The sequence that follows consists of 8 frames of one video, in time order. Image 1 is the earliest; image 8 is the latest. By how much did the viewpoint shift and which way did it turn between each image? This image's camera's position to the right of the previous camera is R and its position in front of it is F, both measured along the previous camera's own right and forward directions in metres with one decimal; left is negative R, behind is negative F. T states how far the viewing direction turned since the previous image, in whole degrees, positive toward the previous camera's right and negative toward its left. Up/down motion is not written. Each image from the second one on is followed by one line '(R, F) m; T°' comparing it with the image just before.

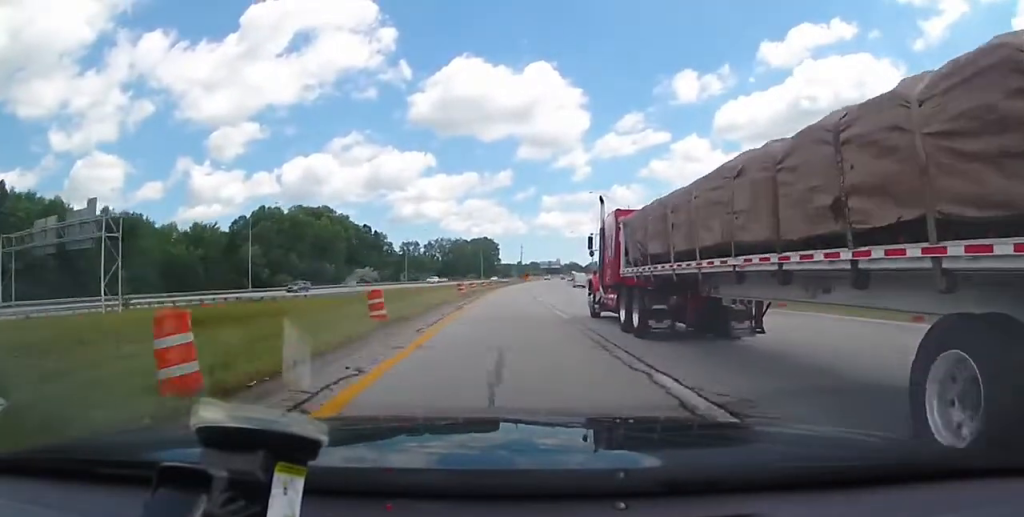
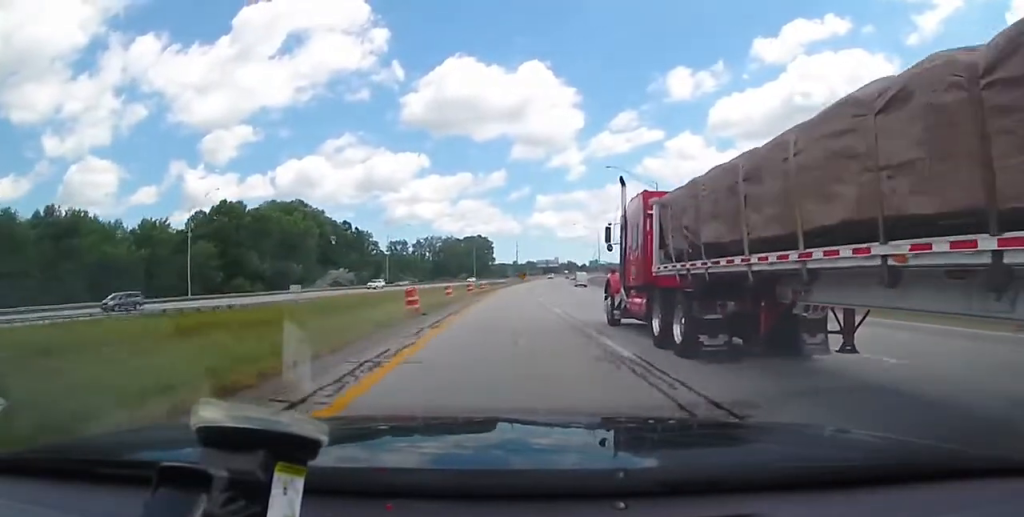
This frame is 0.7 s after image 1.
(+0.3, +19.5) m; 0°
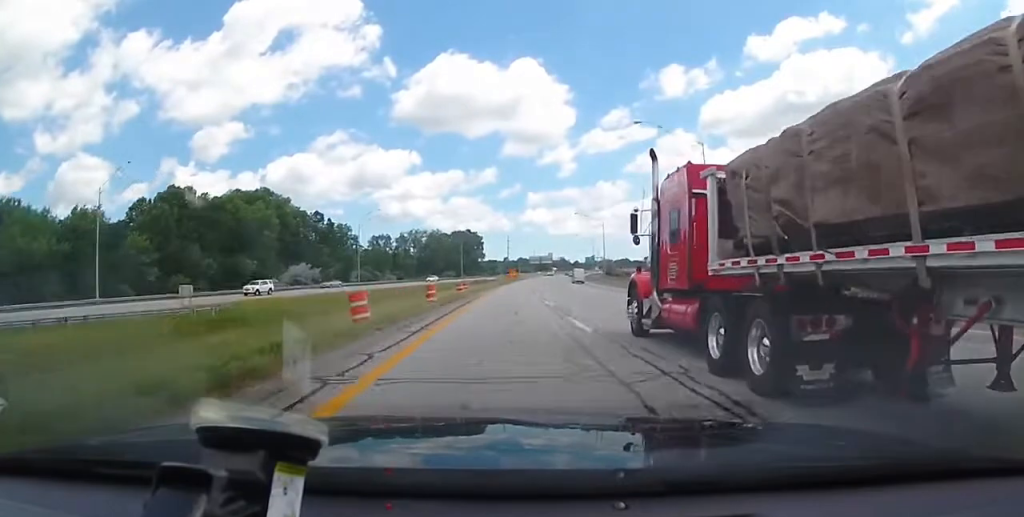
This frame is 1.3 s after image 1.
(-0.3, +19.7) m; +1°
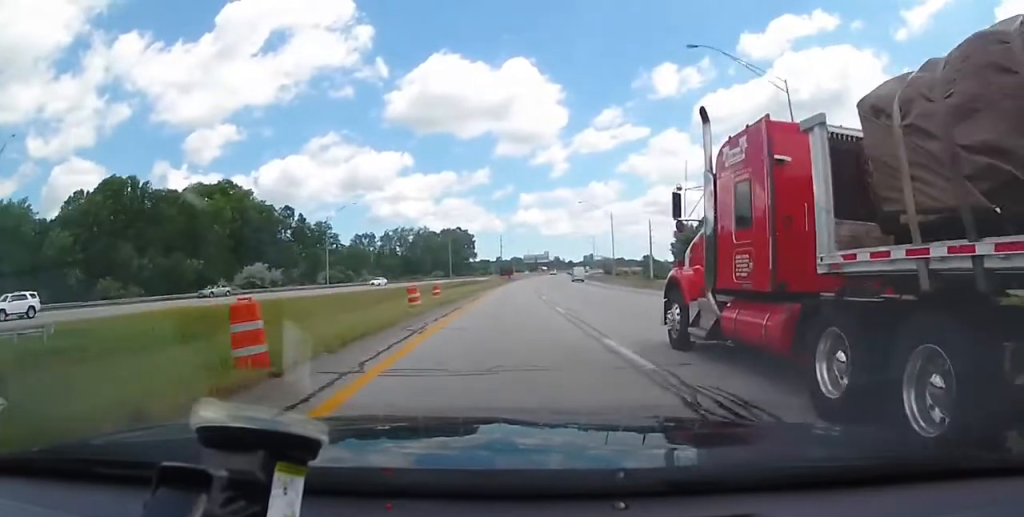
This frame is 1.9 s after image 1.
(+0.2, +17.8) m; +1°
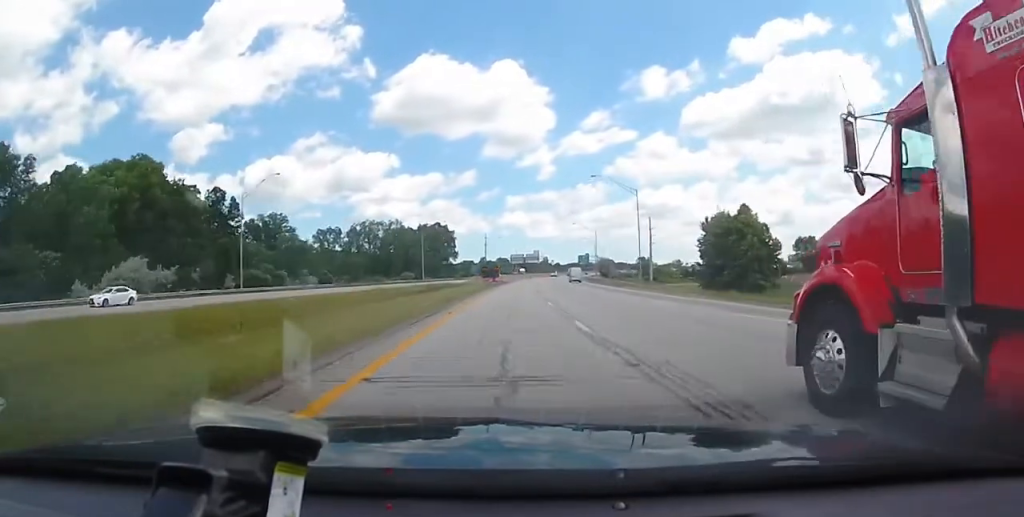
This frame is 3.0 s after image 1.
(+0.7, +30.9) m; +1°
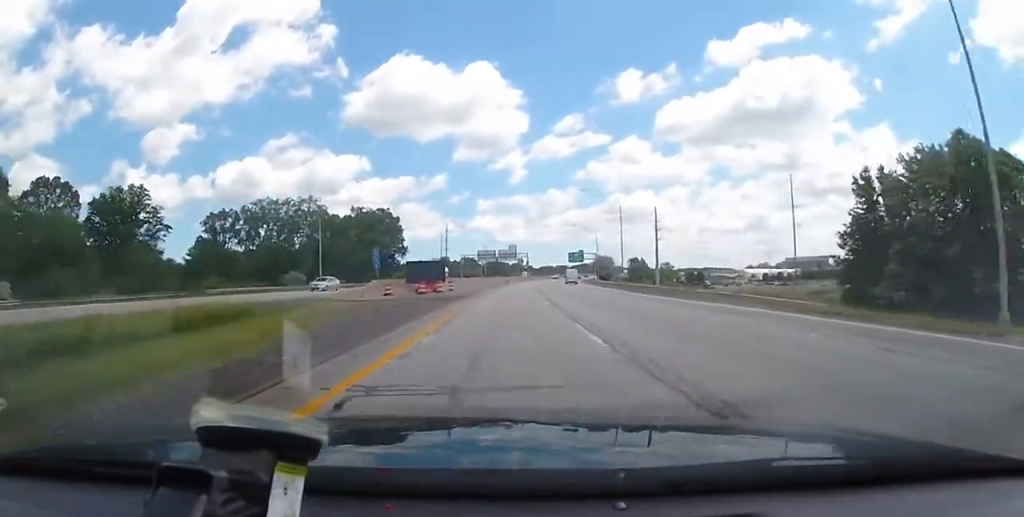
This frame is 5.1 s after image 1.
(+0.6, +63.7) m; +3°
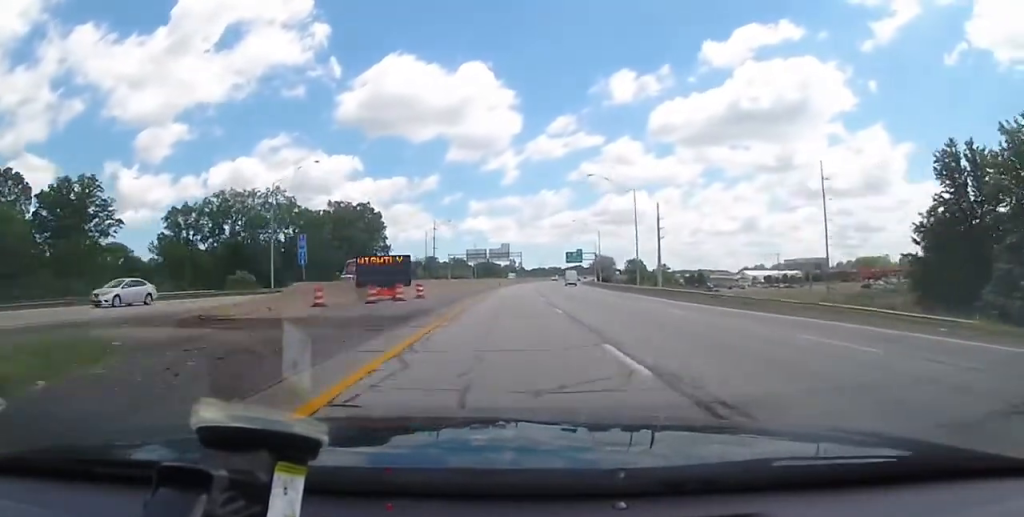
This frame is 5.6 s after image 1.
(0.0, +15.2) m; +1°
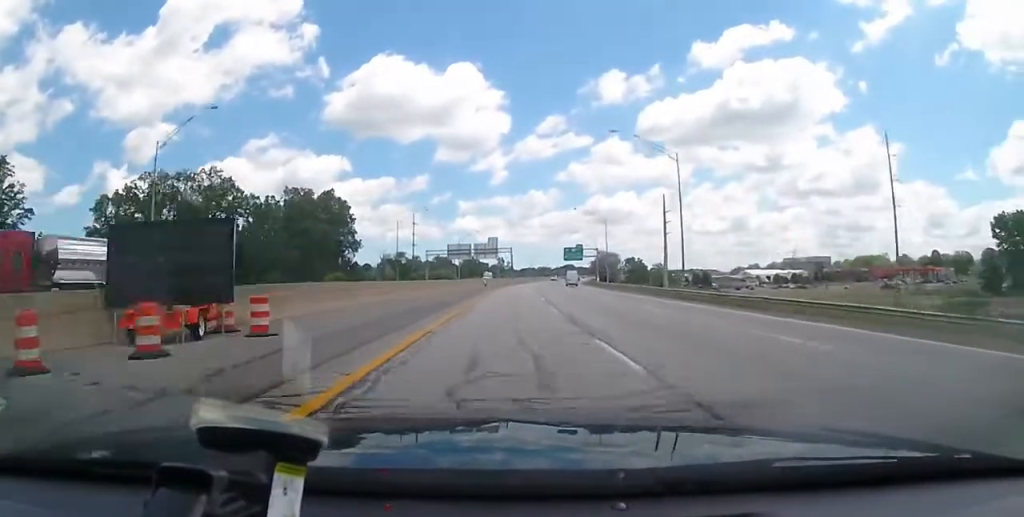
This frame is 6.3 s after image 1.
(+0.6, +23.3) m; +1°
